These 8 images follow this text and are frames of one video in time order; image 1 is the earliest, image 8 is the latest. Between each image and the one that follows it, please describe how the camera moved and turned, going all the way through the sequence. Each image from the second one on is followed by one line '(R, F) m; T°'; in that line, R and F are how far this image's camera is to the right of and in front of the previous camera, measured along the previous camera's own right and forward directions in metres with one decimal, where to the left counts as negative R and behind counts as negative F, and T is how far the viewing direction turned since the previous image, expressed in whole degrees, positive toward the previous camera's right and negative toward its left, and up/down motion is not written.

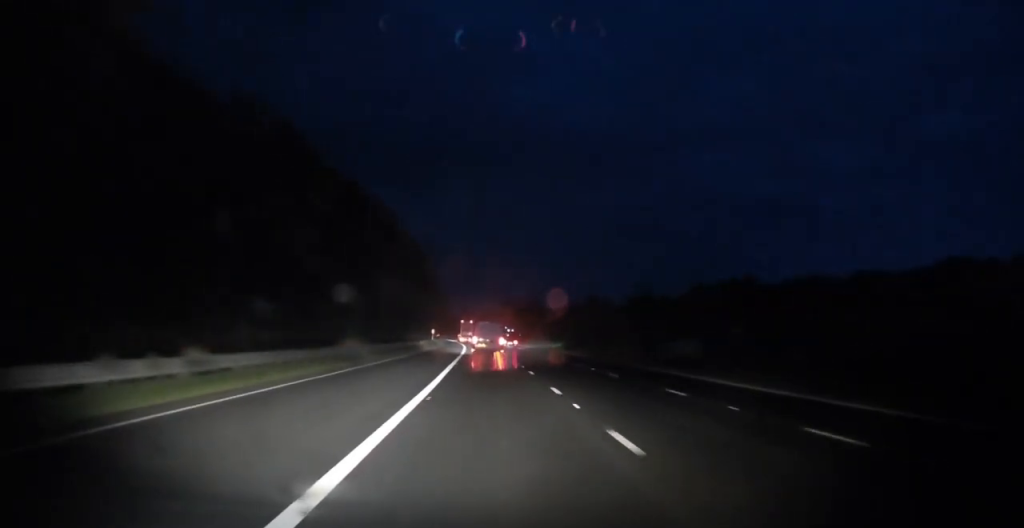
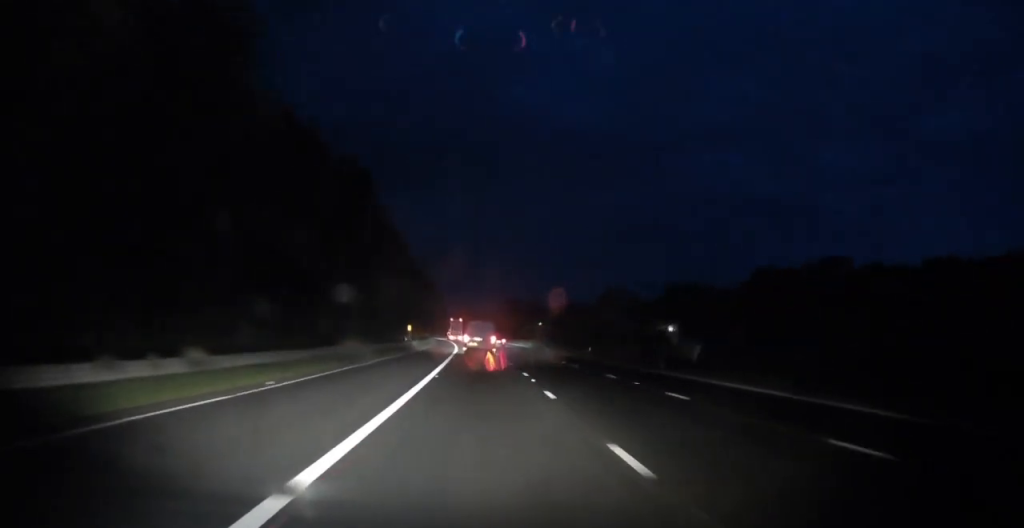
(0.0, +29.4) m; 0°
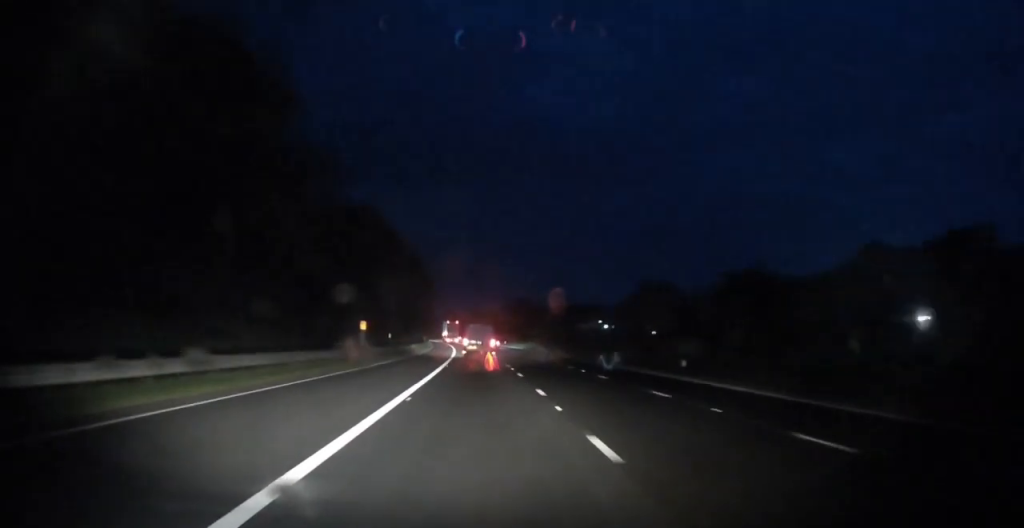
(-0.3, +27.0) m; -1°
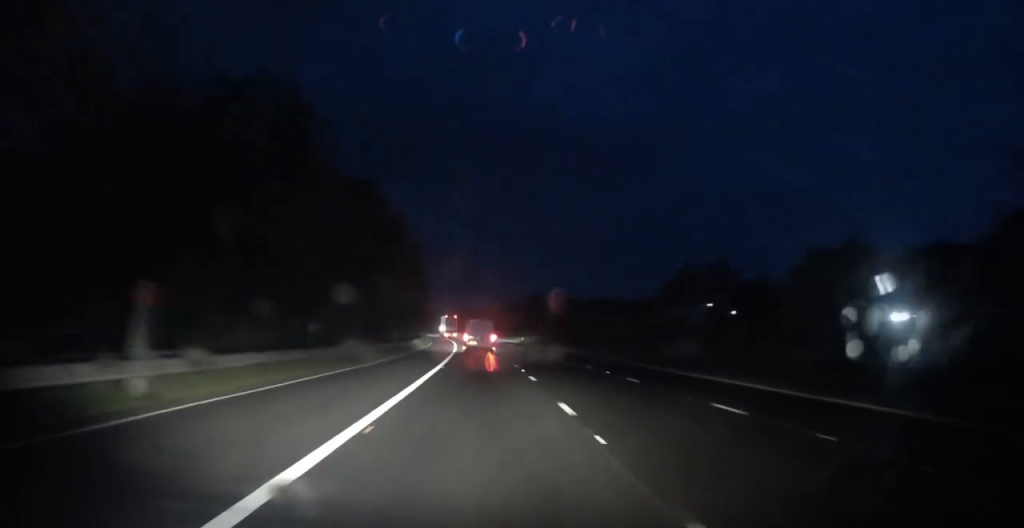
(-0.3, +24.4) m; -1°
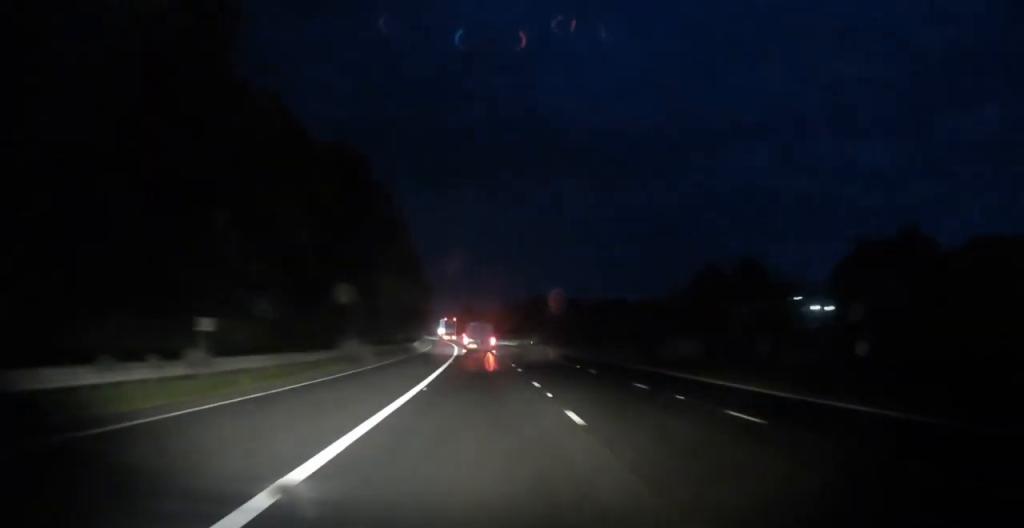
(0.0, +10.2) m; 0°
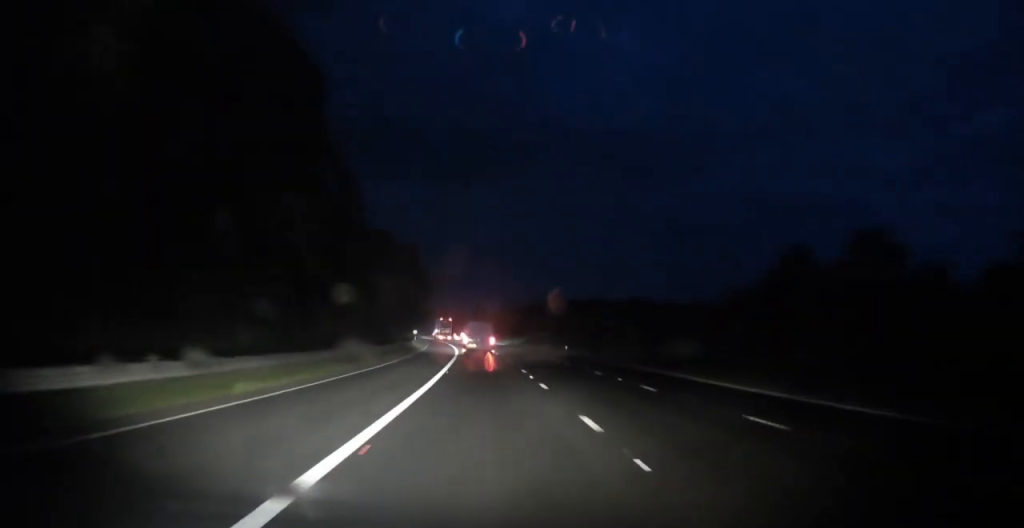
(-0.2, +28.8) m; -1°
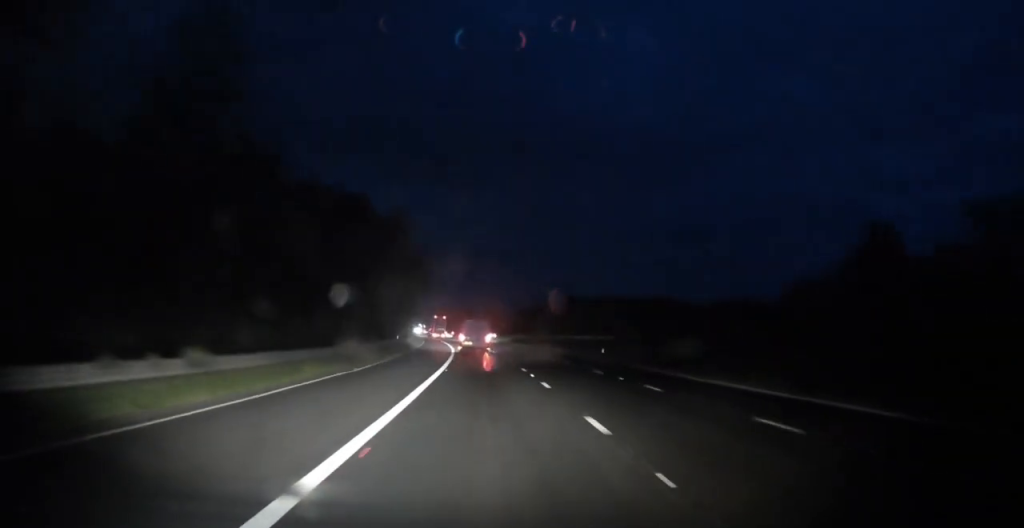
(-0.1, +19.5) m; -1°
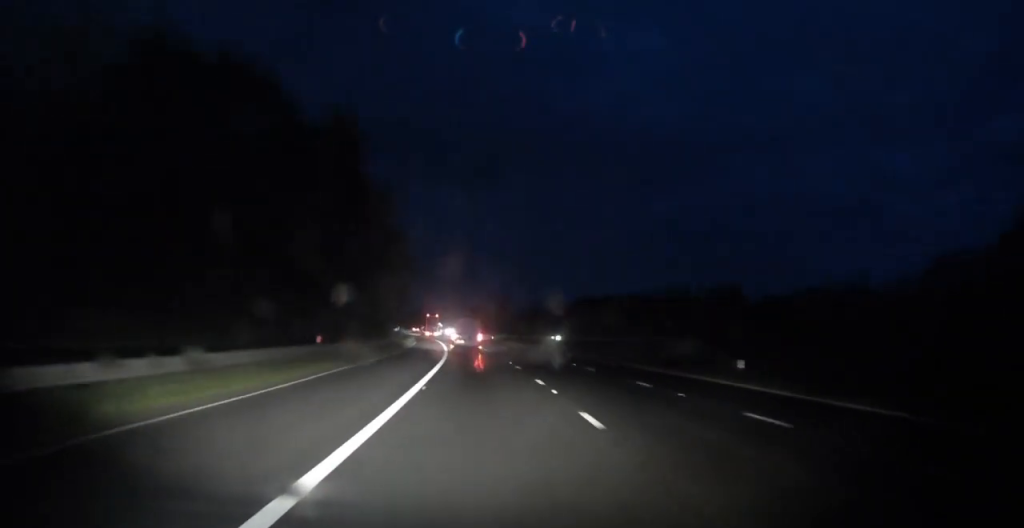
(-0.4, +28.1) m; -2°
